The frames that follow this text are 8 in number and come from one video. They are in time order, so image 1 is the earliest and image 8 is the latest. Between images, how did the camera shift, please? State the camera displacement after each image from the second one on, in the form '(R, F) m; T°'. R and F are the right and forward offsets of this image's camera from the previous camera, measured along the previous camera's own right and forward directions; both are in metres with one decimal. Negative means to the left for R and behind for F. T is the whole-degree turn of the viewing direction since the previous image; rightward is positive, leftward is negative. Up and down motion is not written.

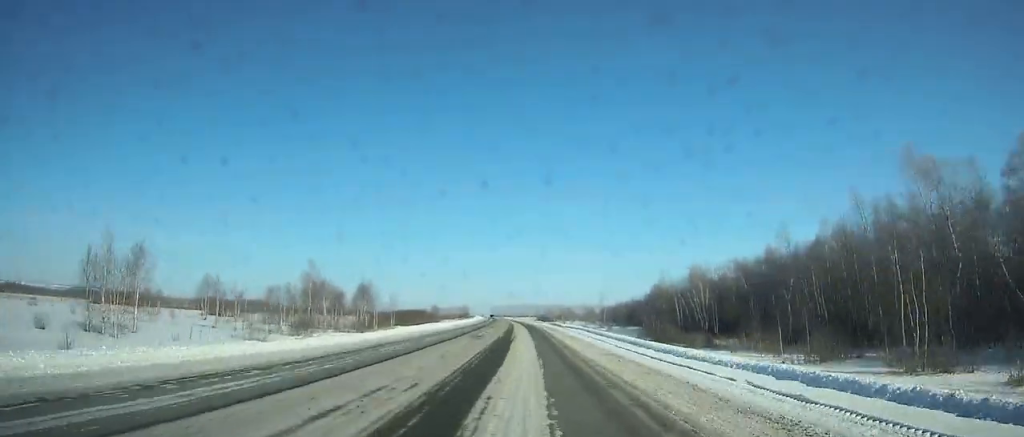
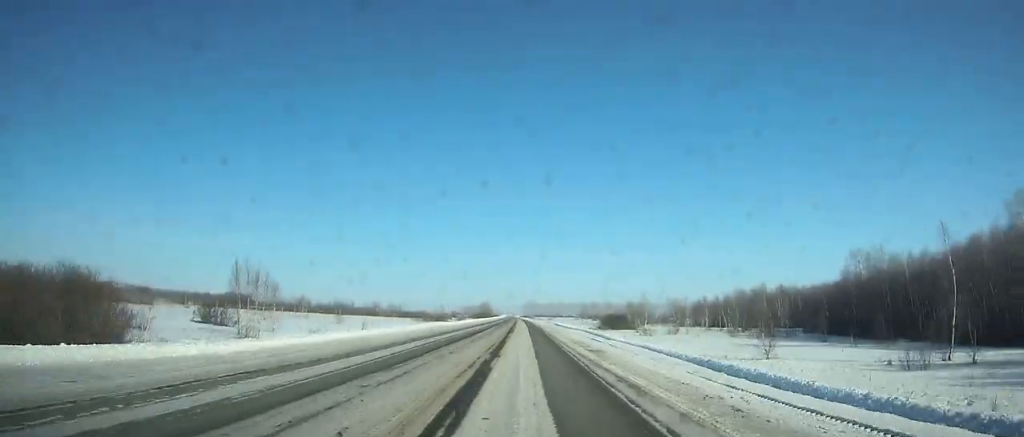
(-3.0, +128.7) m; -2°
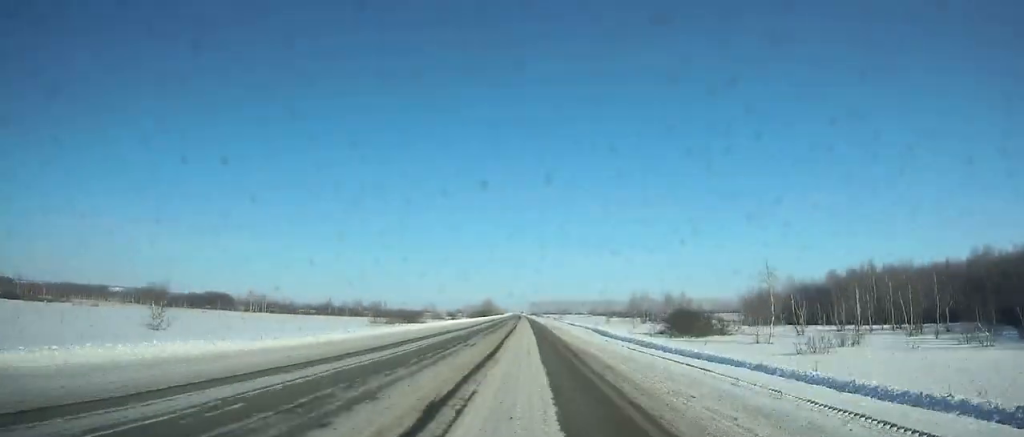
(-0.4, +49.8) m; -1°
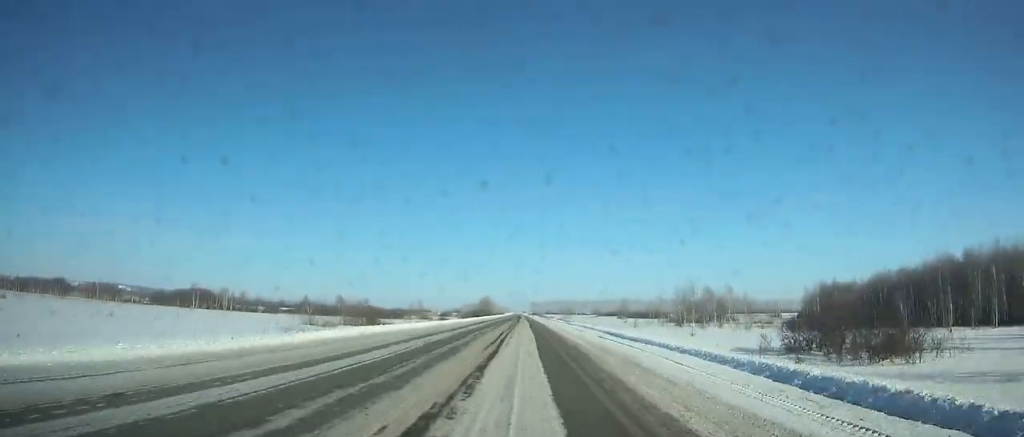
(-0.1, +34.1) m; 0°
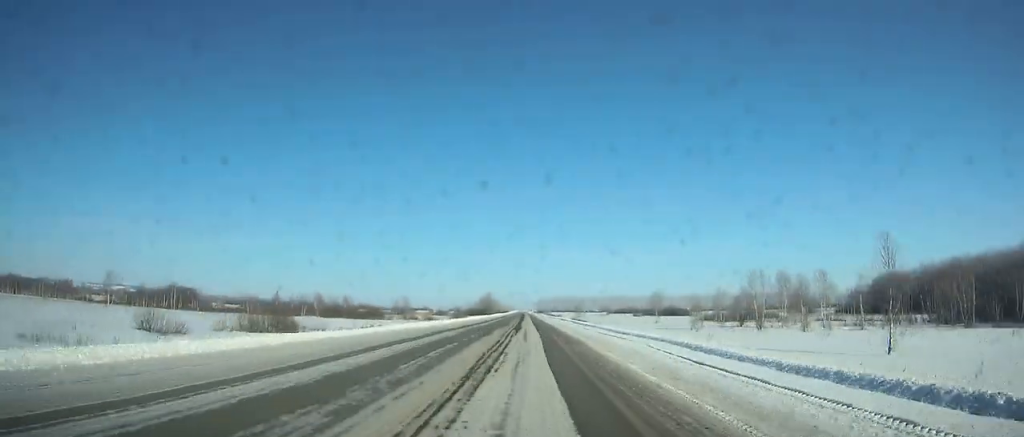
(-0.1, +36.5) m; 0°
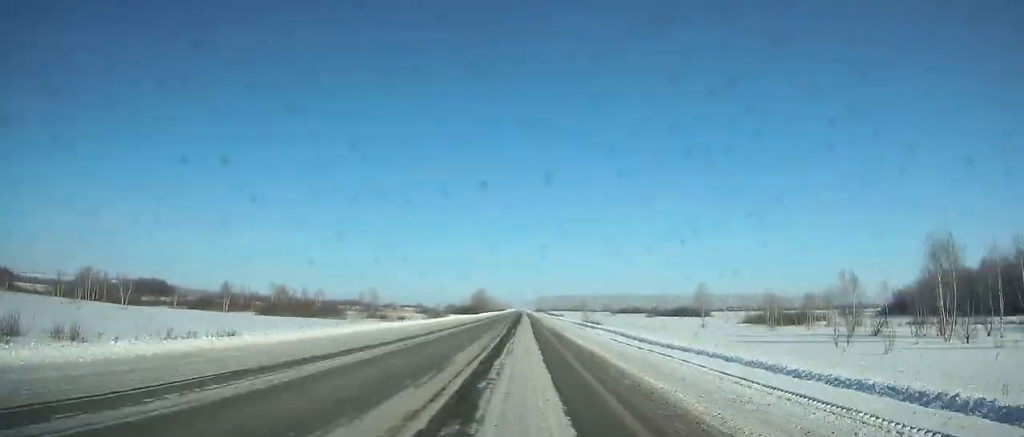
(-0.1, +38.9) m; 0°
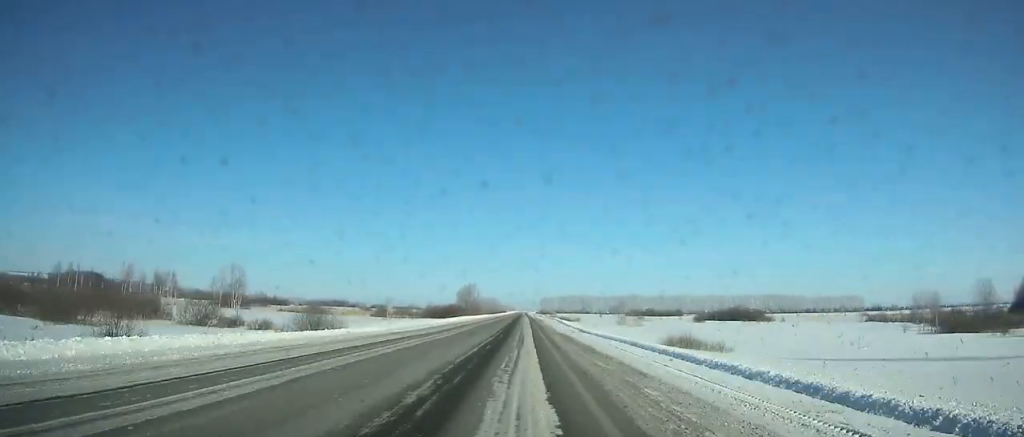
(-0.1, +75.7) m; 0°
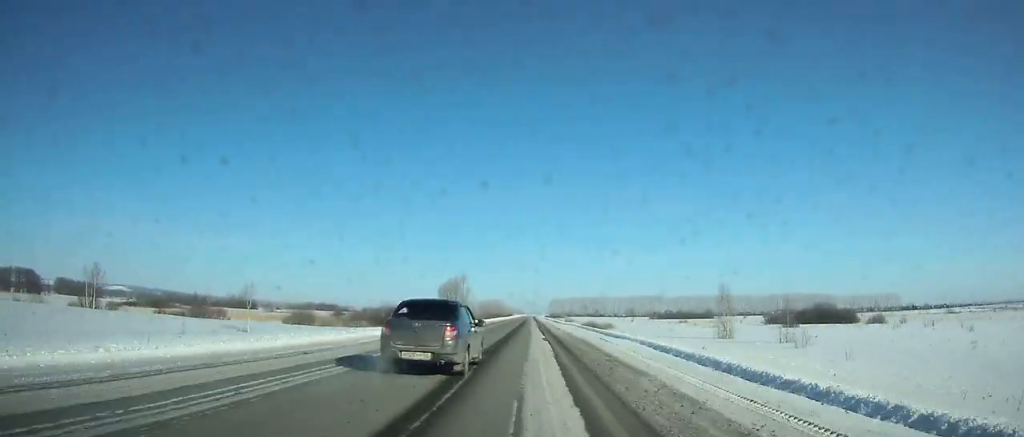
(-0.2, +66.8) m; 0°
